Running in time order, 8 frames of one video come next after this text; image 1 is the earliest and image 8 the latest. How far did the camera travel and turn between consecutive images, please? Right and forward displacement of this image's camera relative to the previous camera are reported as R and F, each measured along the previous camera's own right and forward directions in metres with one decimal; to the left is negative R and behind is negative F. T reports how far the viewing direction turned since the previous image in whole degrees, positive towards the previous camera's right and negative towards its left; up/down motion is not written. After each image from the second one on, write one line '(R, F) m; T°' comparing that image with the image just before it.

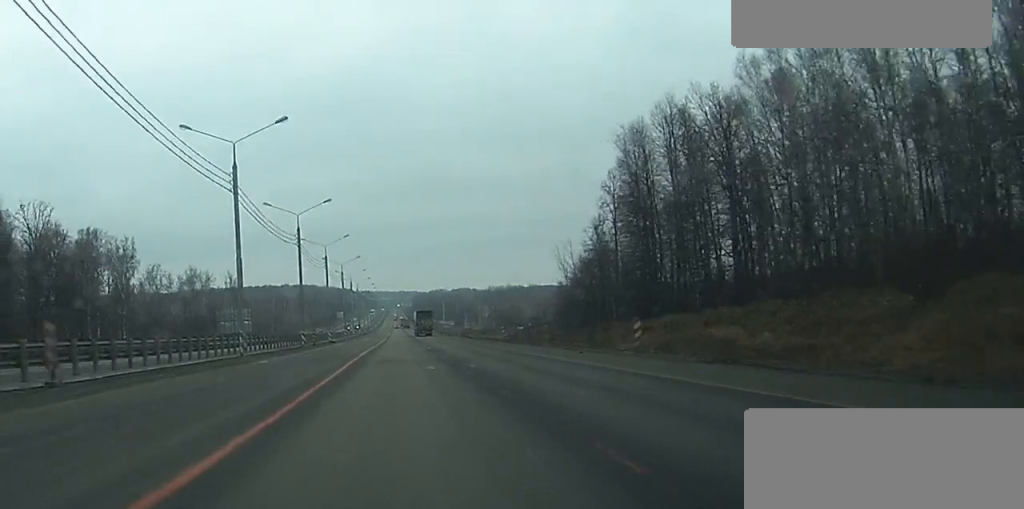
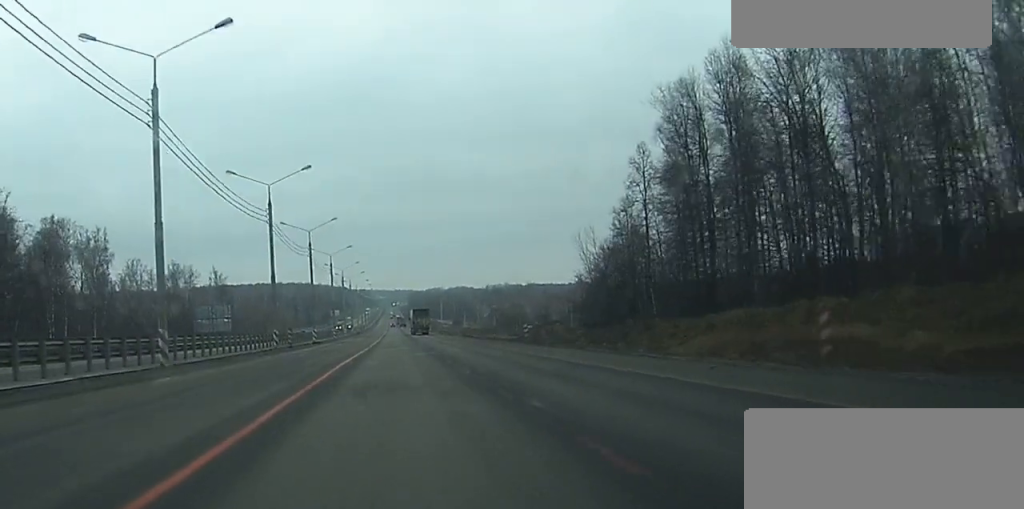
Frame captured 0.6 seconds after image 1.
(0.0, +16.3) m; 0°
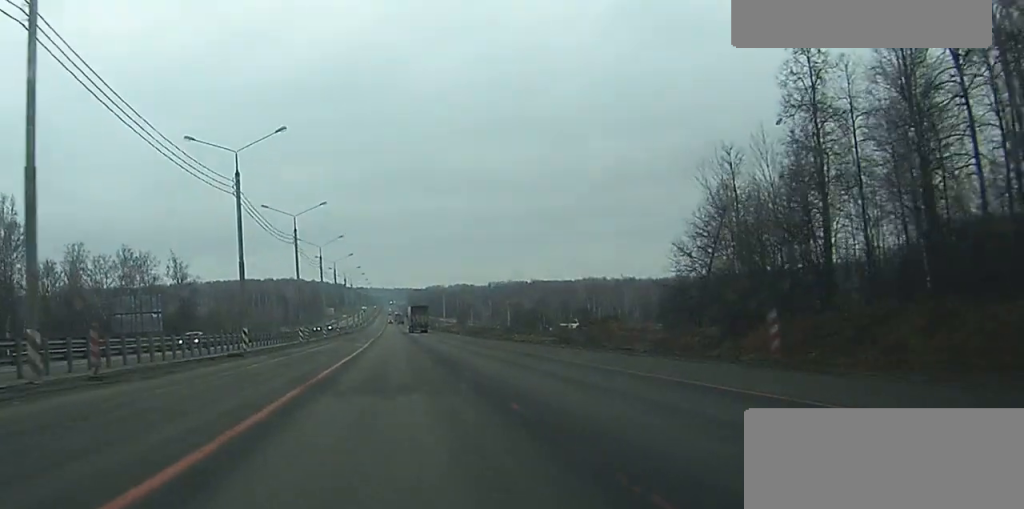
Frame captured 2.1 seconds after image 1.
(-0.1, +43.2) m; 0°
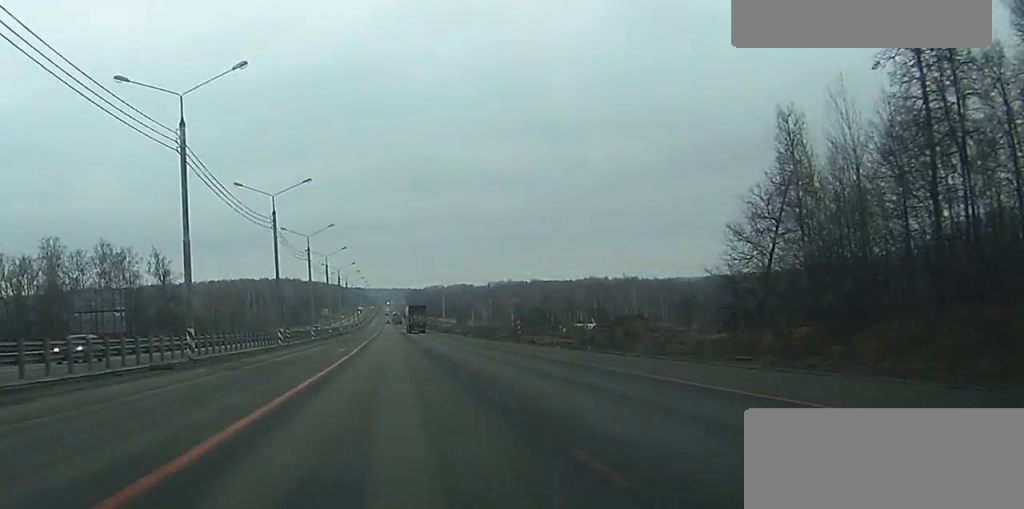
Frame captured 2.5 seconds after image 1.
(0.0, +13.5) m; 0°
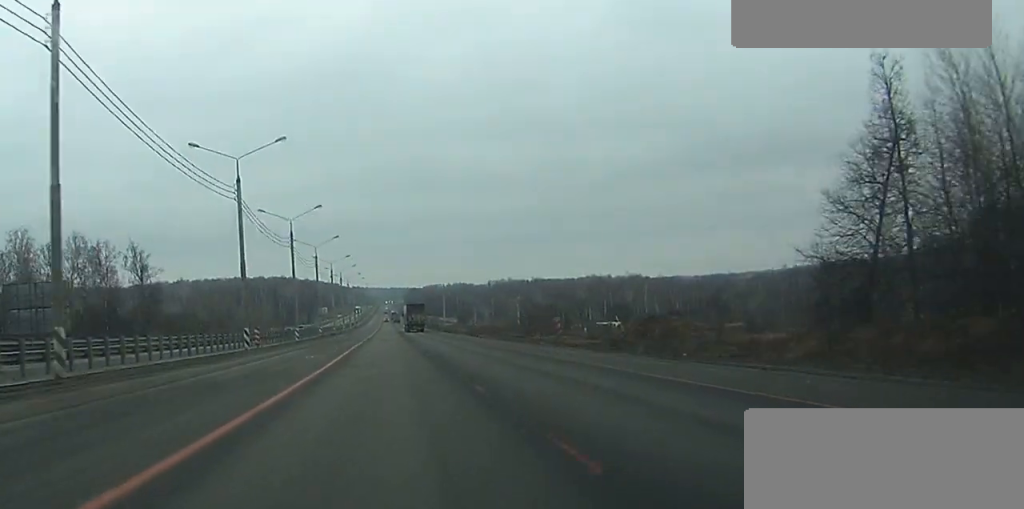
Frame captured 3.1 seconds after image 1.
(0.0, +15.4) m; 0°
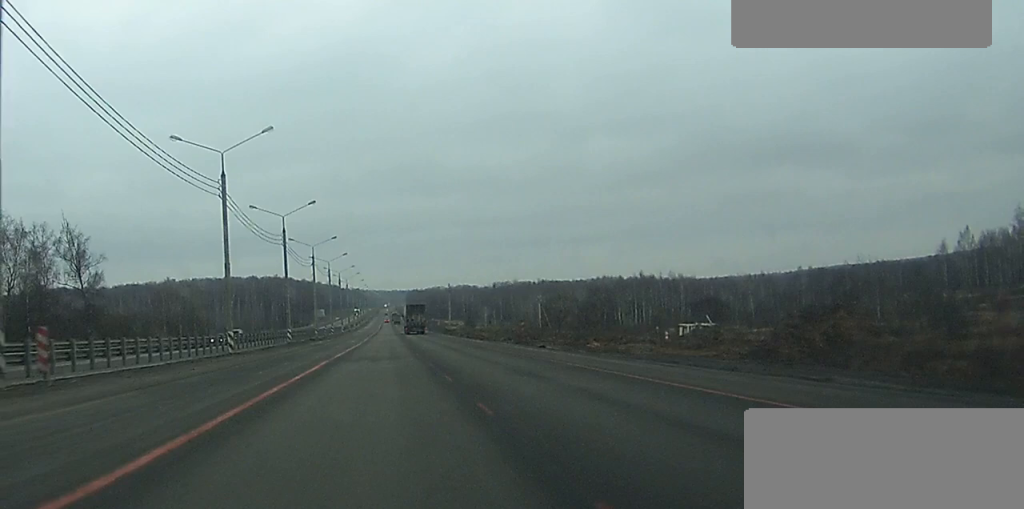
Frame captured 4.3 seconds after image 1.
(0.0, +34.8) m; 0°
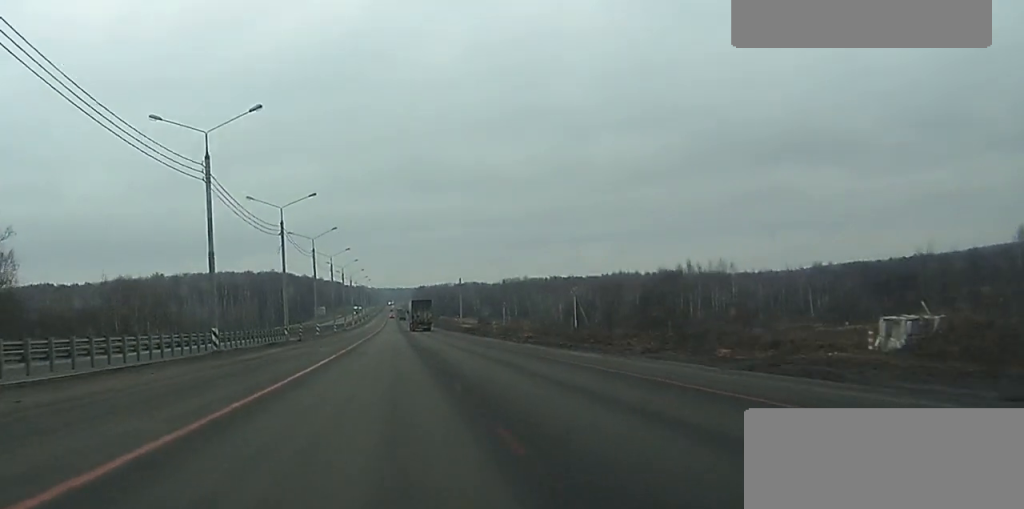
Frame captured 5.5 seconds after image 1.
(-0.2, +35.9) m; 0°
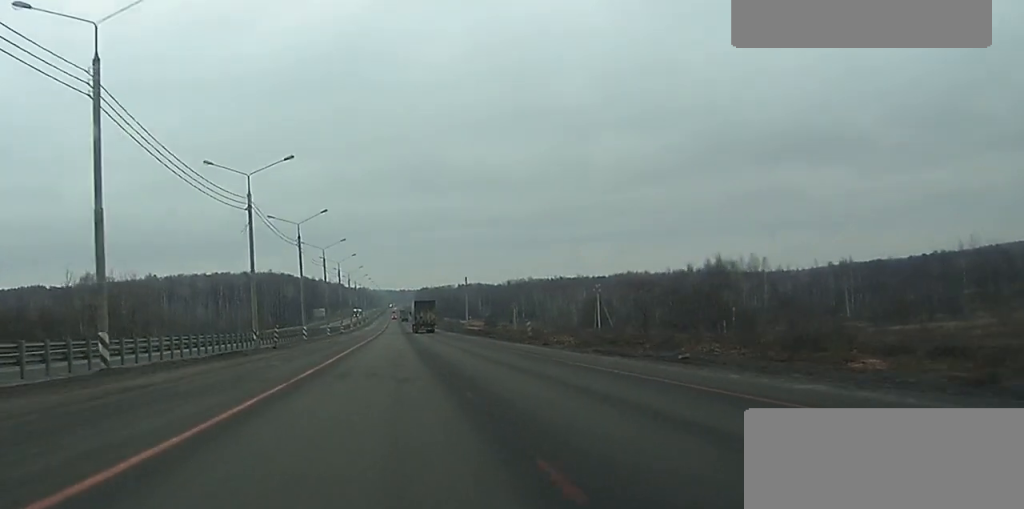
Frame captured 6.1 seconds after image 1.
(0.0, +18.5) m; 0°
